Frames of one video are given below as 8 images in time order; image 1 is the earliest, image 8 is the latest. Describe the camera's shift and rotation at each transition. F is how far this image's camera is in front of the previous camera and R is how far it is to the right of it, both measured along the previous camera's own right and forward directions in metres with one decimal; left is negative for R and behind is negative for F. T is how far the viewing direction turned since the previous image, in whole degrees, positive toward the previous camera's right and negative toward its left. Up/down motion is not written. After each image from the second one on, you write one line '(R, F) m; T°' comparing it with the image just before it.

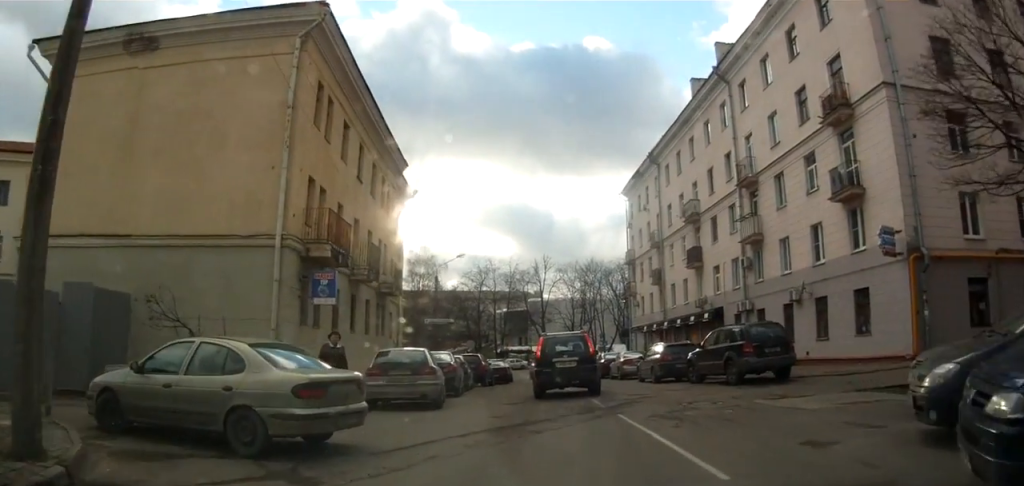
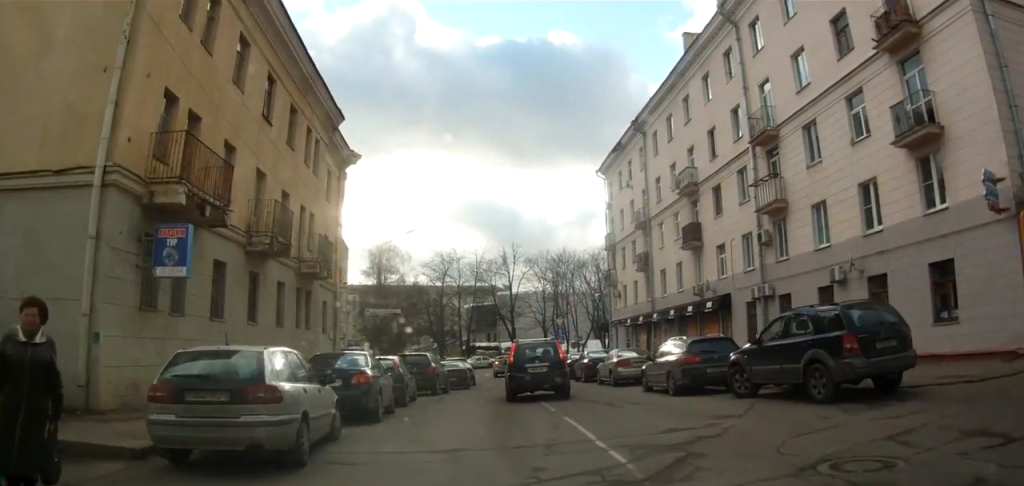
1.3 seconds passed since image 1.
(+0.2, +6.7) m; -2°
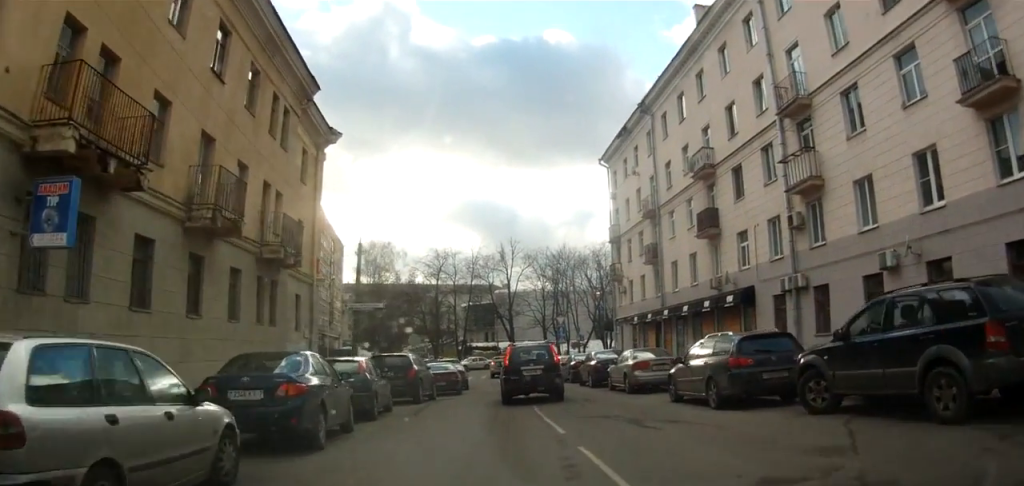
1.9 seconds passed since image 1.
(-0.1, +3.4) m; -3°
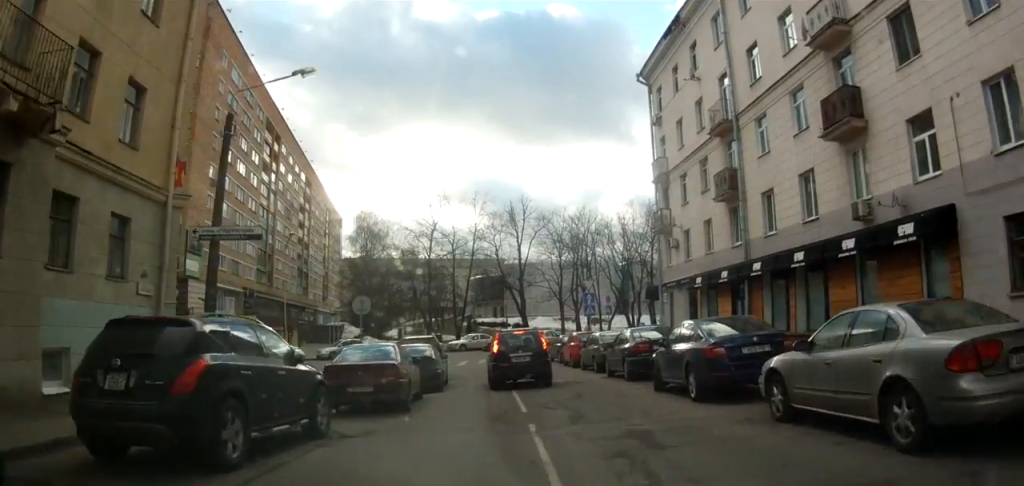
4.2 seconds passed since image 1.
(-0.8, +13.1) m; -2°
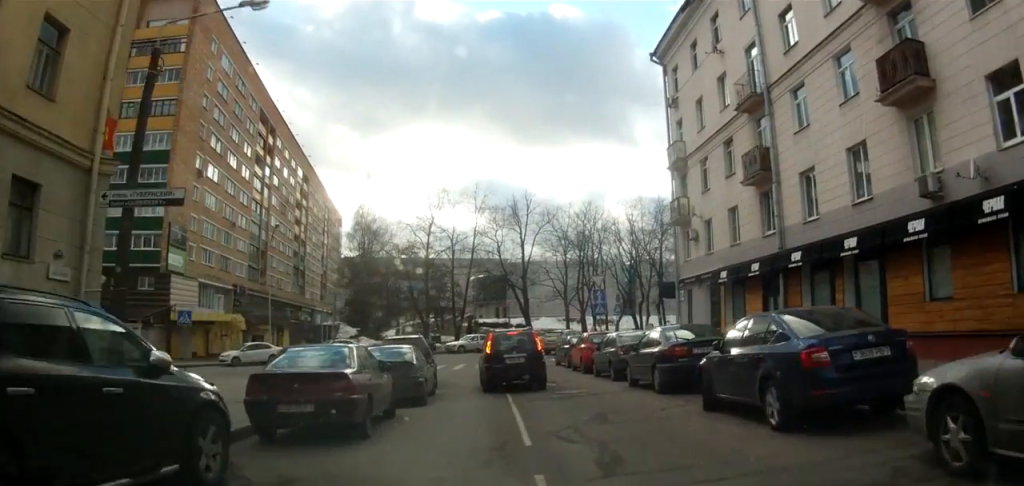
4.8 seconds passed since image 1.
(+0.2, +3.4) m; 0°
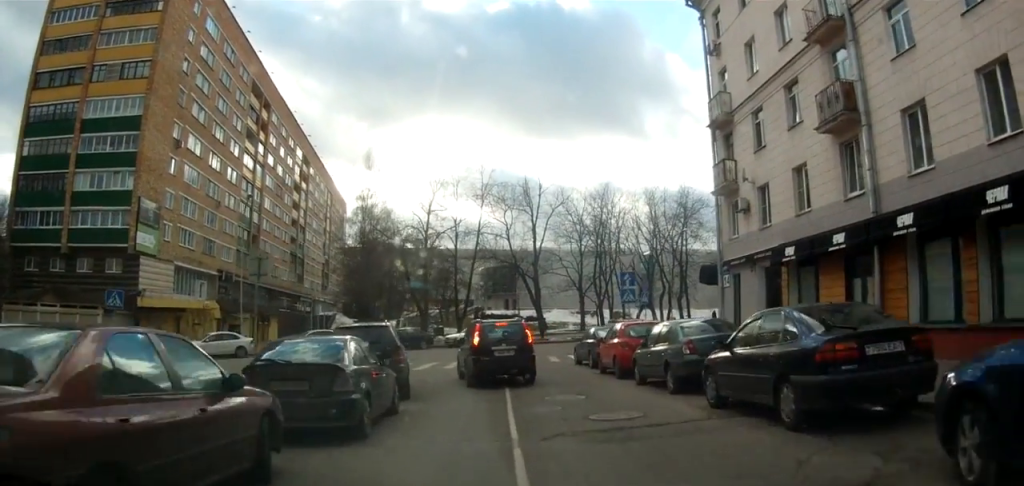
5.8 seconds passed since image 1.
(-0.3, +6.3) m; -1°
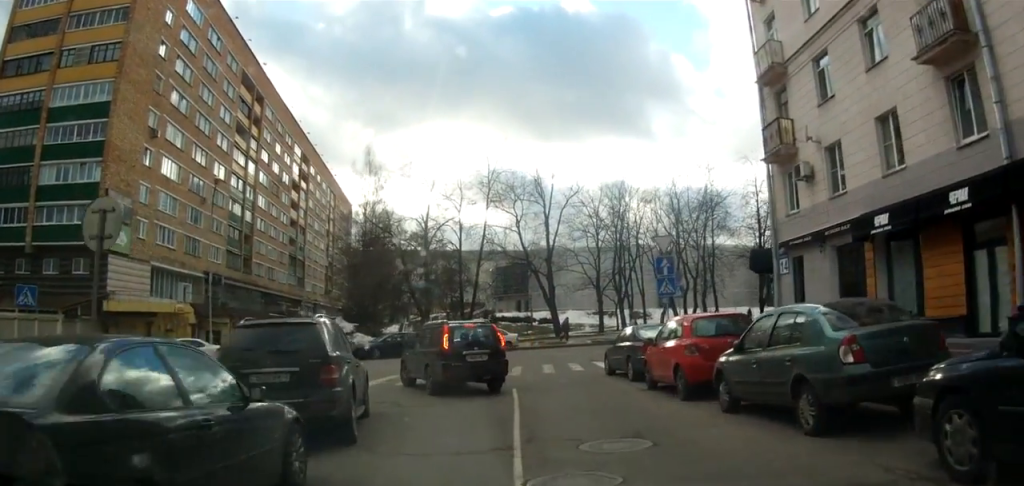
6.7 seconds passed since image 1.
(+0.1, +5.9) m; 0°
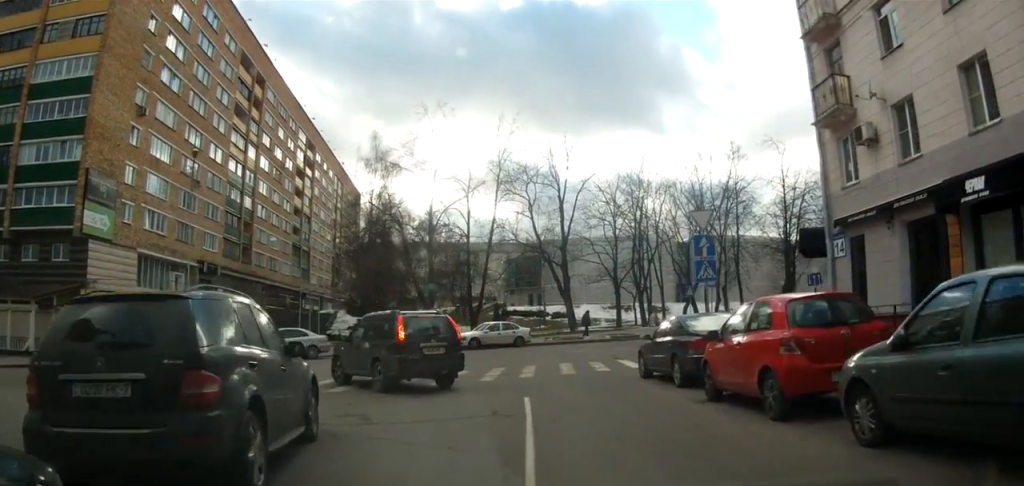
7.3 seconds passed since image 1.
(0.0, +3.7) m; 0°
